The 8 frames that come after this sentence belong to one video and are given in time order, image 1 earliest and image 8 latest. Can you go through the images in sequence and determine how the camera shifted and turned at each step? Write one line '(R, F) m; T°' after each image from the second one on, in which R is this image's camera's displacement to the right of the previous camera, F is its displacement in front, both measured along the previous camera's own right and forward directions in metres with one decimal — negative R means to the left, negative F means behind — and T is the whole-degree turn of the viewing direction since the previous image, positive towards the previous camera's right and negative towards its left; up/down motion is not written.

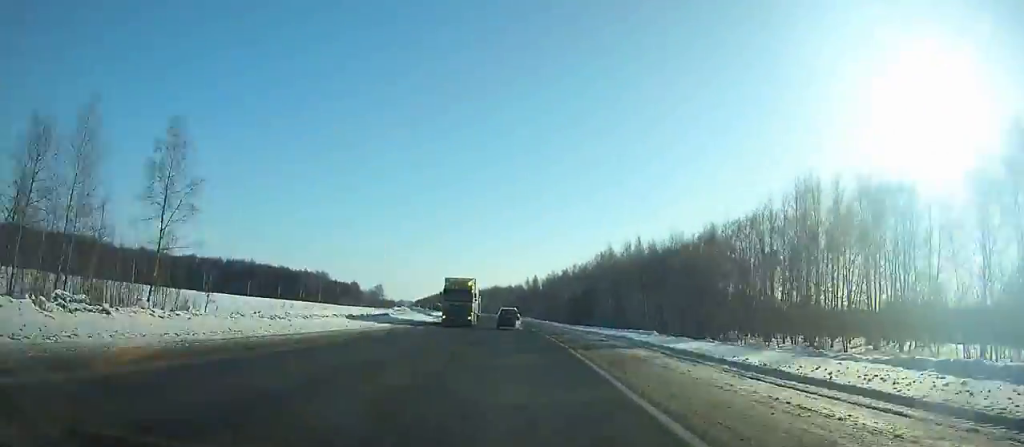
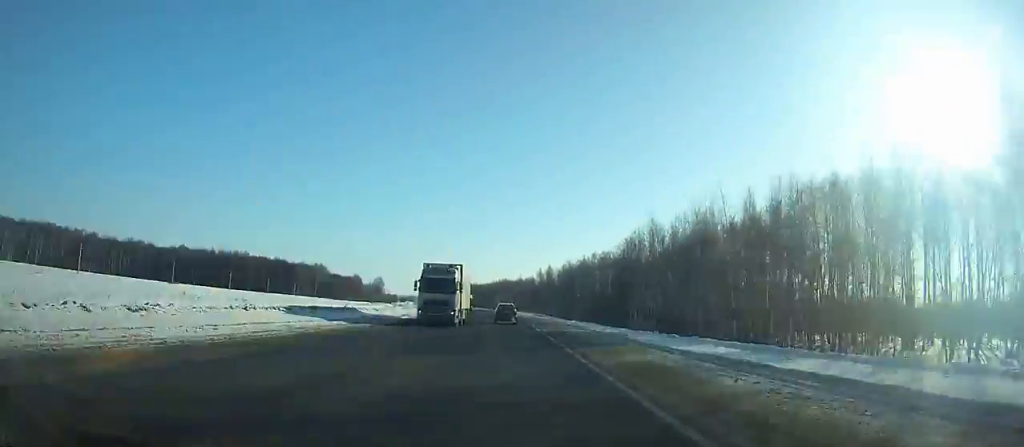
(-0.6, +32.7) m; -2°
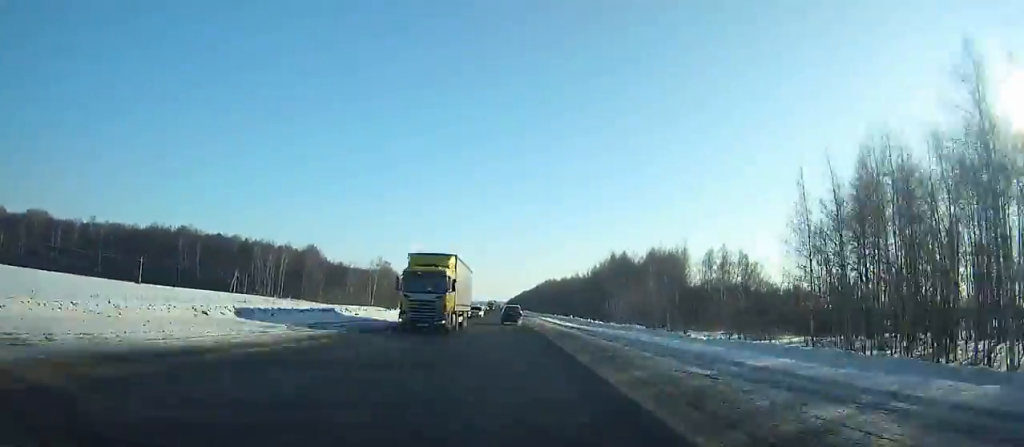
(-14.2, +182.6) m; -9°
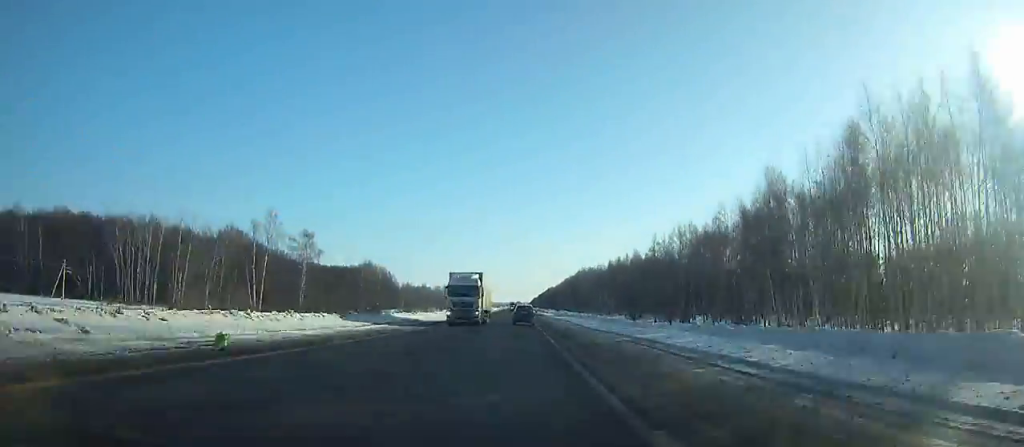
(-2.5, +96.7) m; -2°
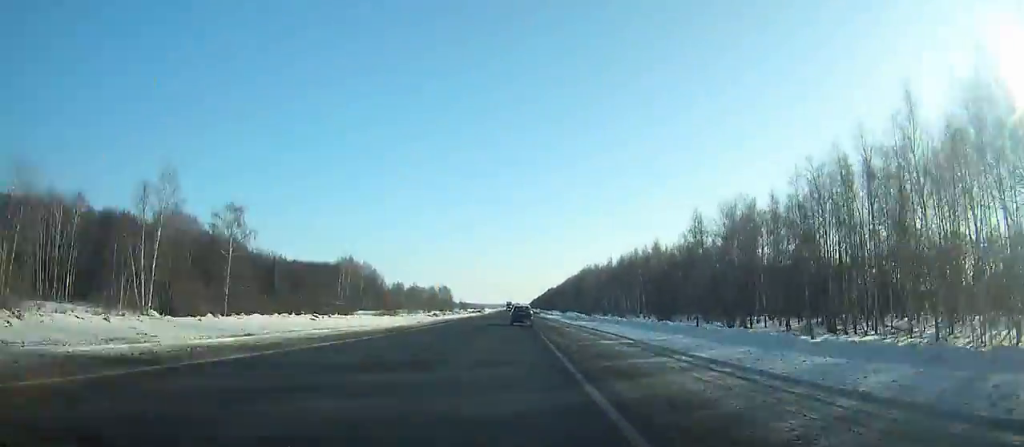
(0.0, +30.2) m; 0°
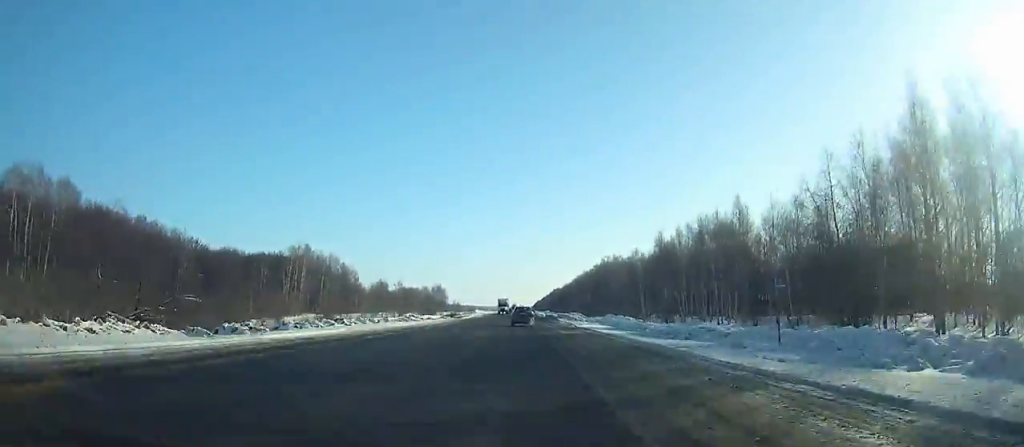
(-0.1, +56.1) m; 0°
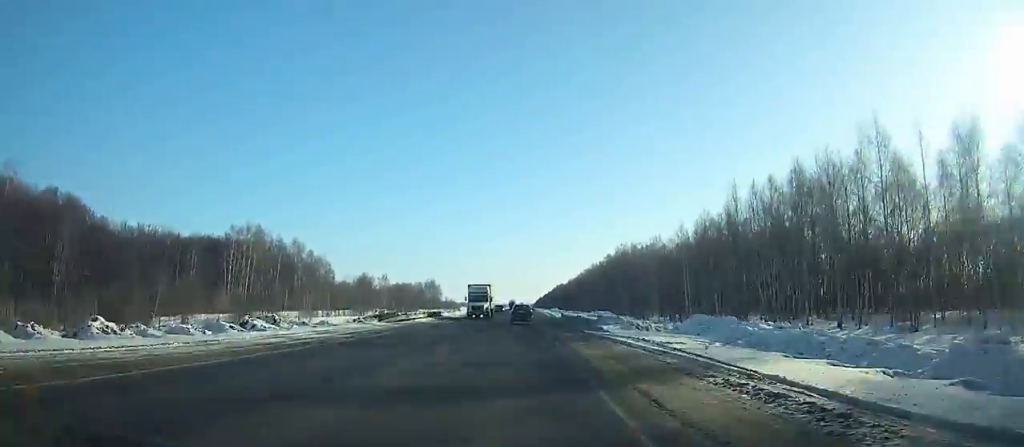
(0.0, +39.8) m; 0°
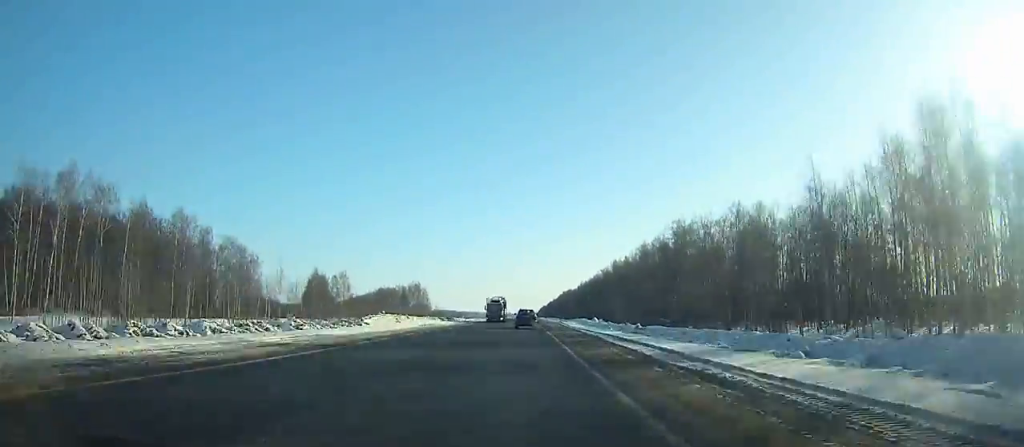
(0.0, +72.9) m; 0°
